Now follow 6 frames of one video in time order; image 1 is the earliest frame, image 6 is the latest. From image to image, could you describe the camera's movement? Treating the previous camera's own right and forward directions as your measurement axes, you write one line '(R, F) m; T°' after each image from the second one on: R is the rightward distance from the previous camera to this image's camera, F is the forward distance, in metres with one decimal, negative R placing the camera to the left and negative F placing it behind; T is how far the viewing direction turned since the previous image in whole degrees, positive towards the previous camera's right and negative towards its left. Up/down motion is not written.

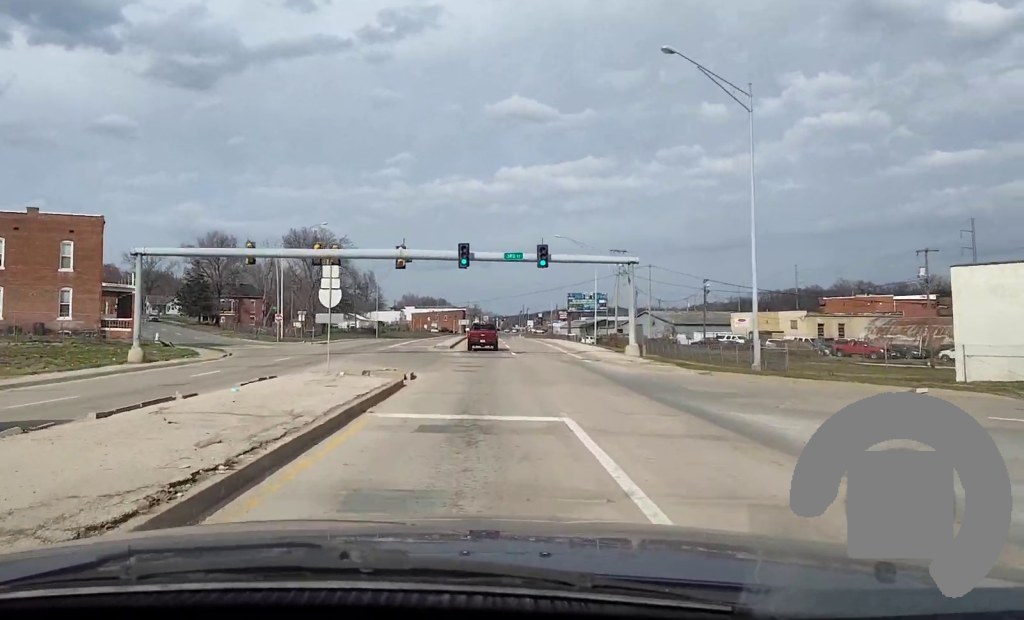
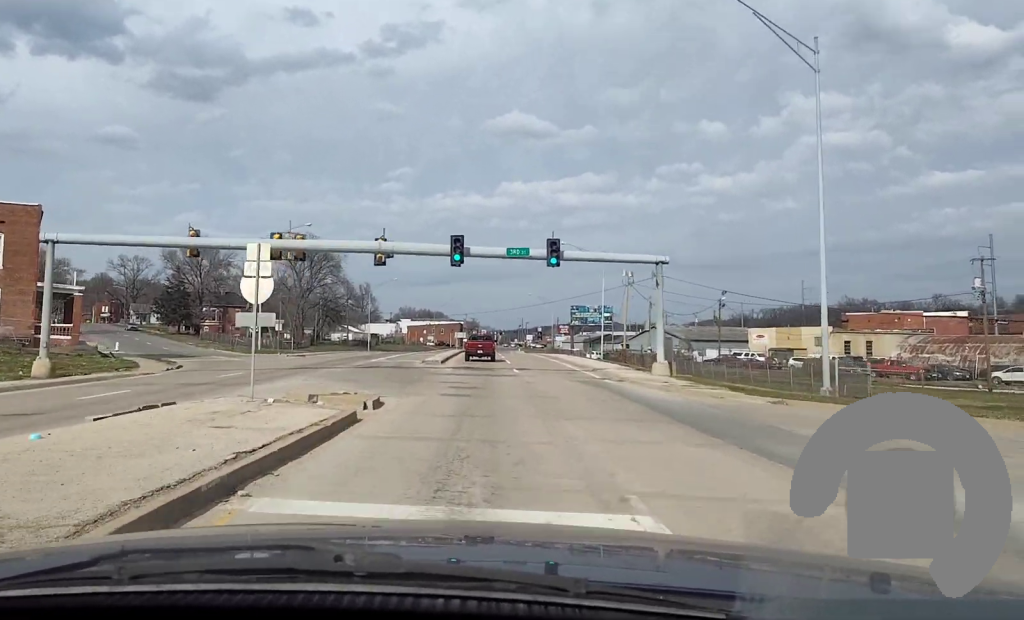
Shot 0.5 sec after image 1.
(0.0, +8.5) m; 0°
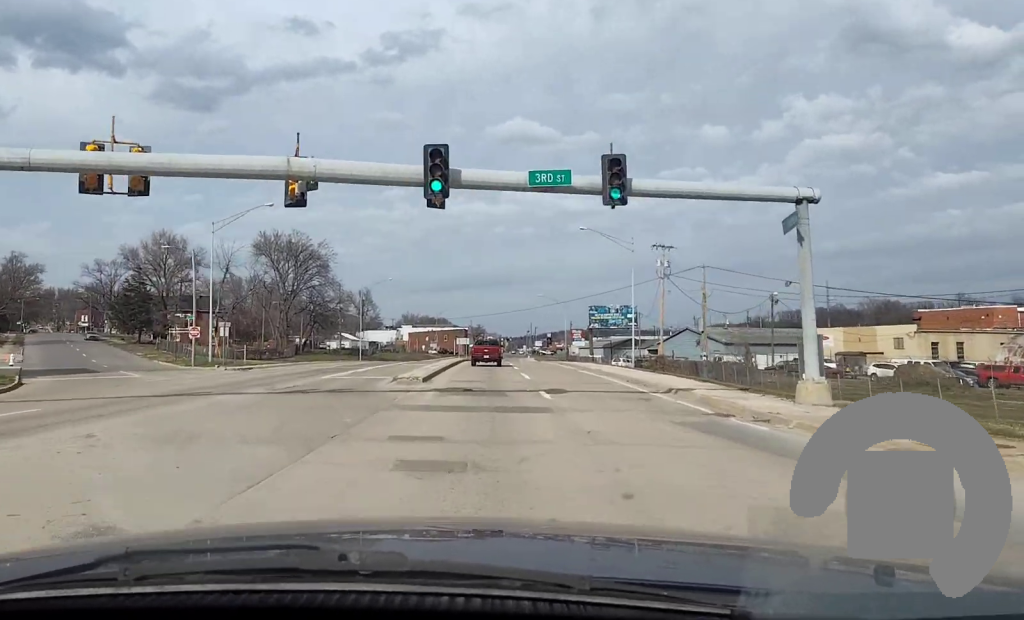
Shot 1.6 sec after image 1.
(0.0, +17.8) m; 0°
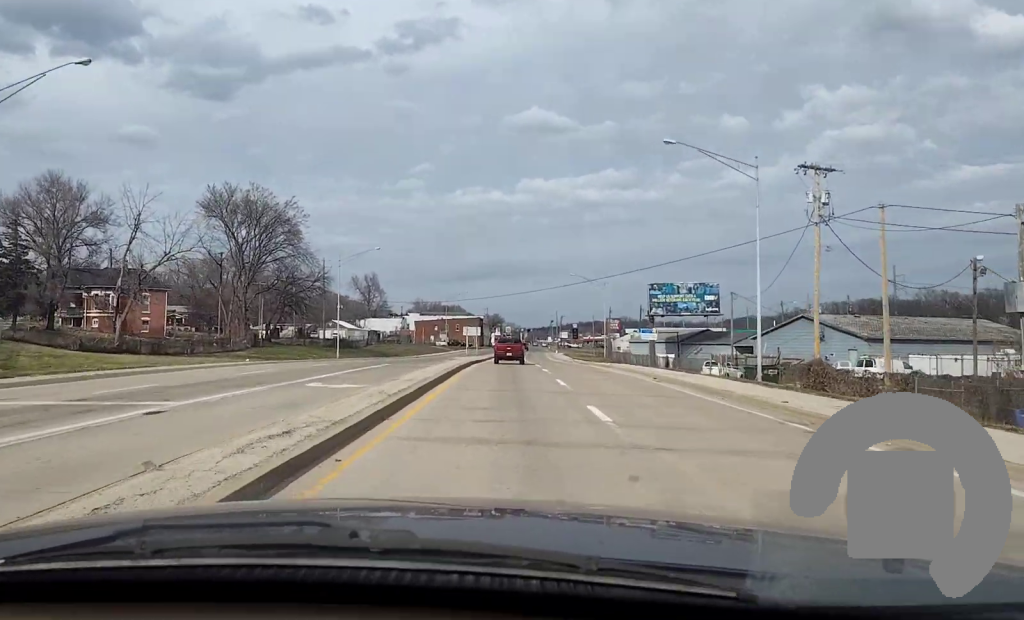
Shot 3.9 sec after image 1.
(0.0, +35.8) m; 0°
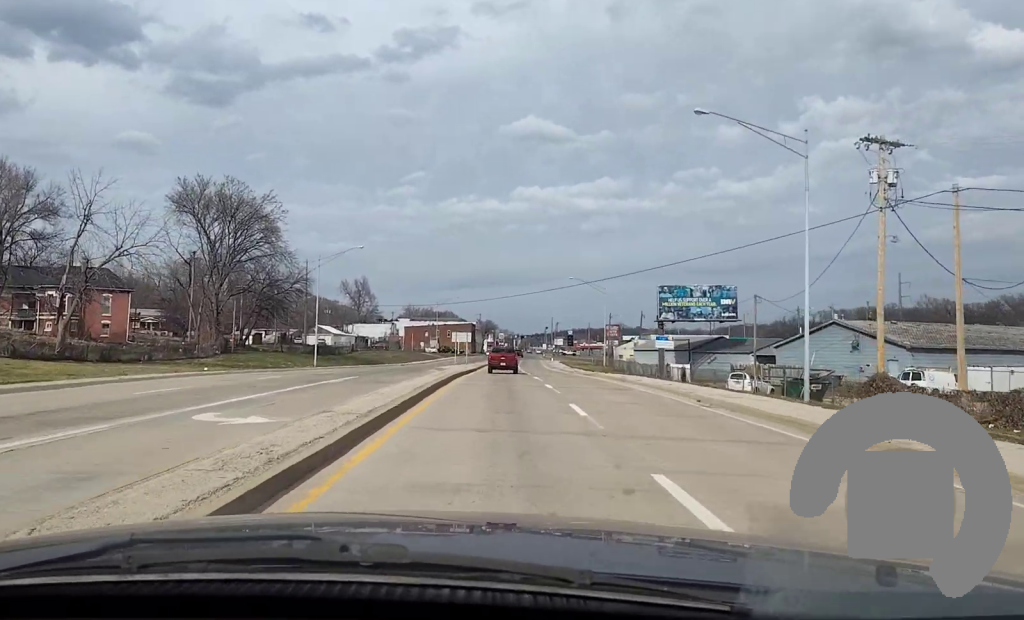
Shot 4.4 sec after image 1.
(0.0, +8.4) m; 0°
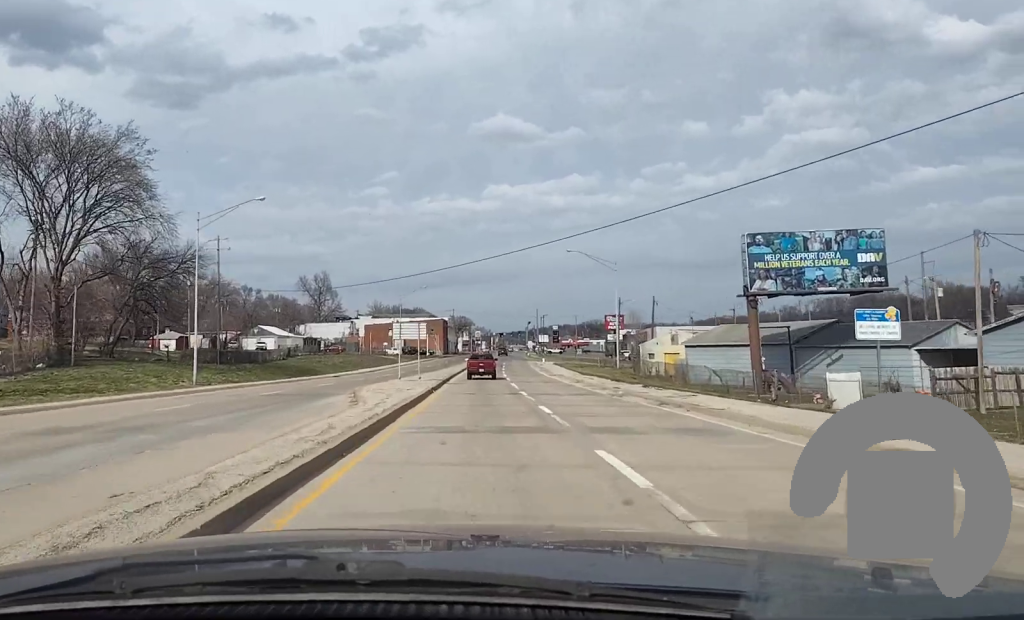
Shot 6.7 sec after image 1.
(0.0, +34.6) m; 0°
